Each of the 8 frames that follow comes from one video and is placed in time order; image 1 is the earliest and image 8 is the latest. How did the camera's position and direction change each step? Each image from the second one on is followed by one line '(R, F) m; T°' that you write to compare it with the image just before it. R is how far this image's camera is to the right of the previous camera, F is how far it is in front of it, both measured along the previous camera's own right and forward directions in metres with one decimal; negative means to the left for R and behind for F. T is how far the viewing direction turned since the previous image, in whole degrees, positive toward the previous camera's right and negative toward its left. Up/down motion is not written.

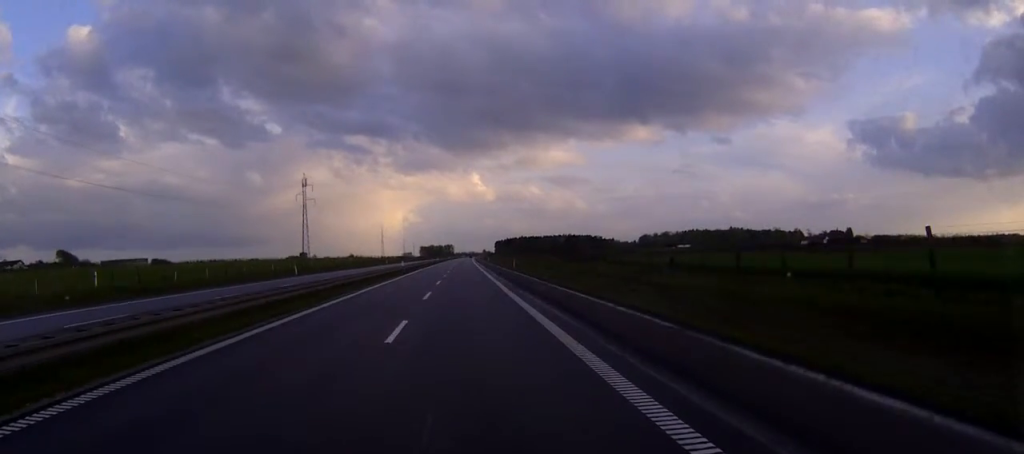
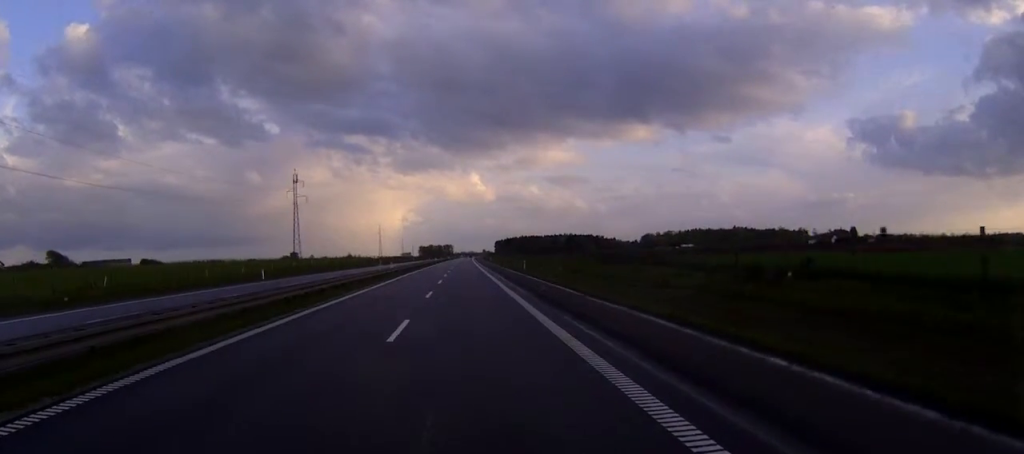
(0.0, +14.9) m; 0°
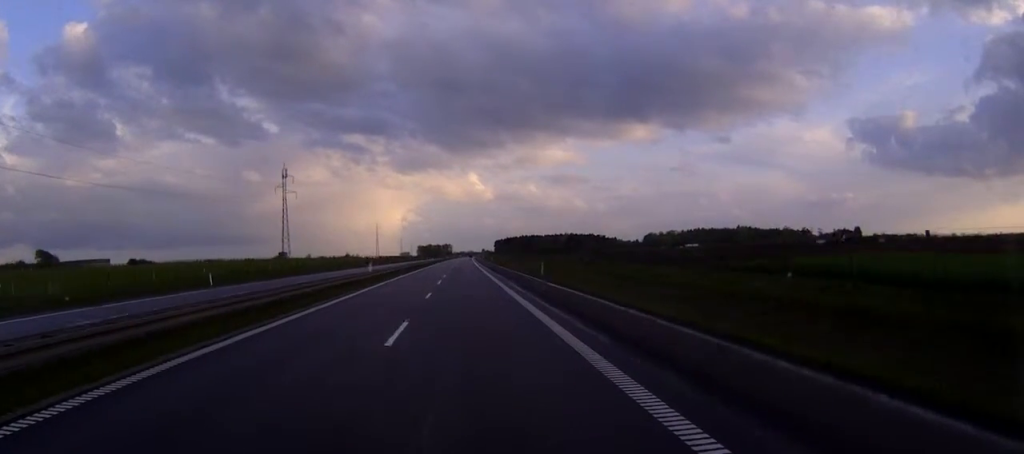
(0.0, +15.7) m; 0°
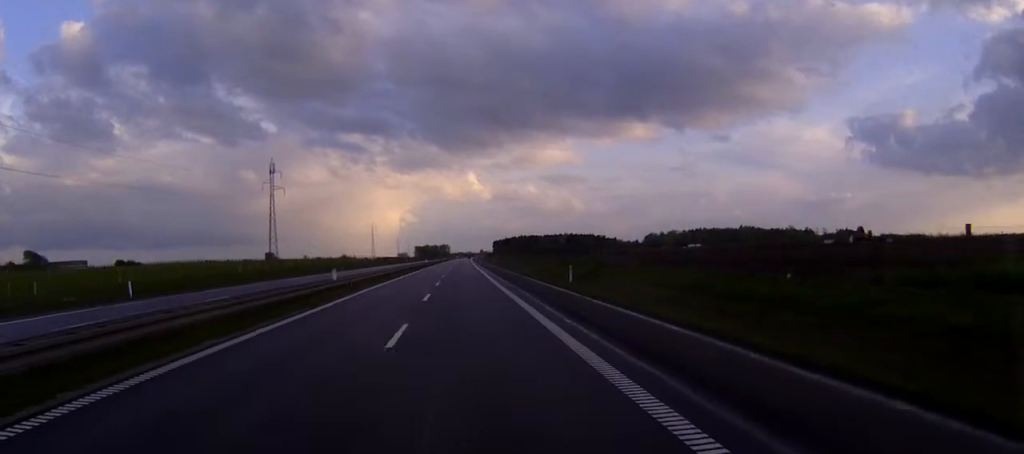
(0.0, +14.9) m; 0°
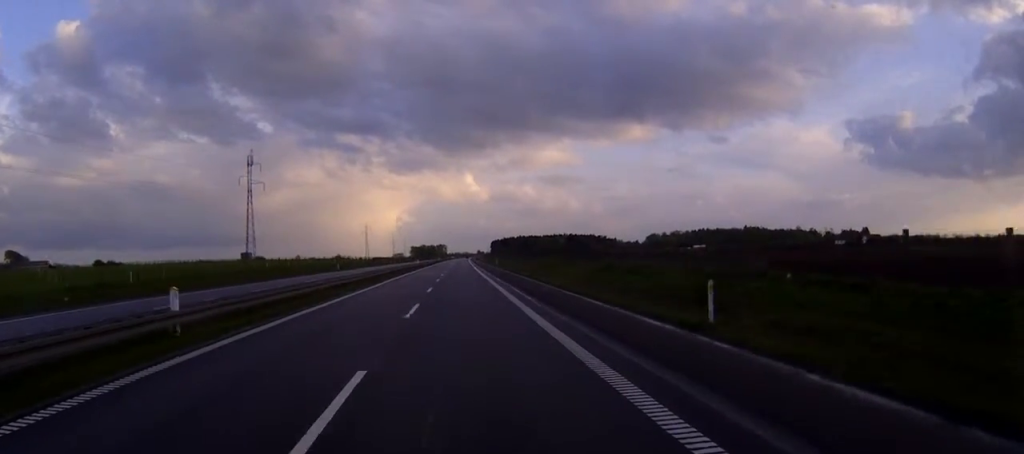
(0.0, +23.1) m; 0°
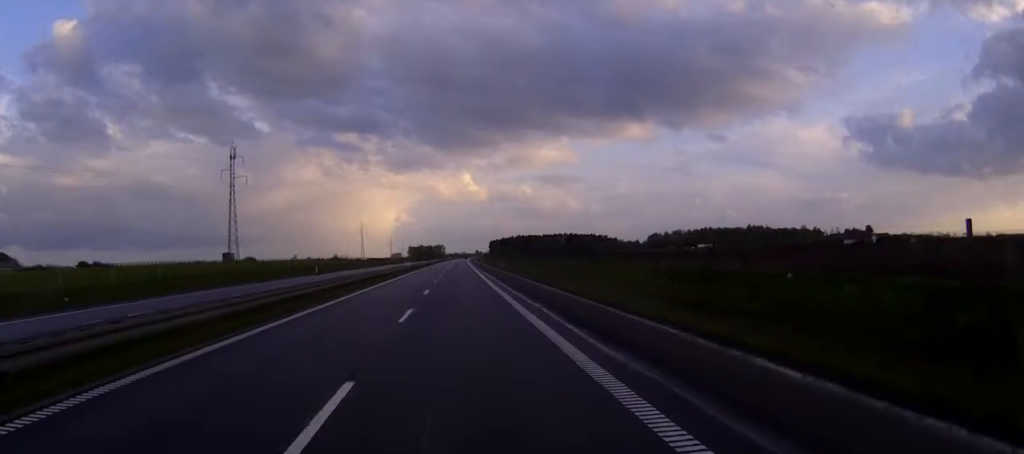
(0.0, +15.8) m; 0°
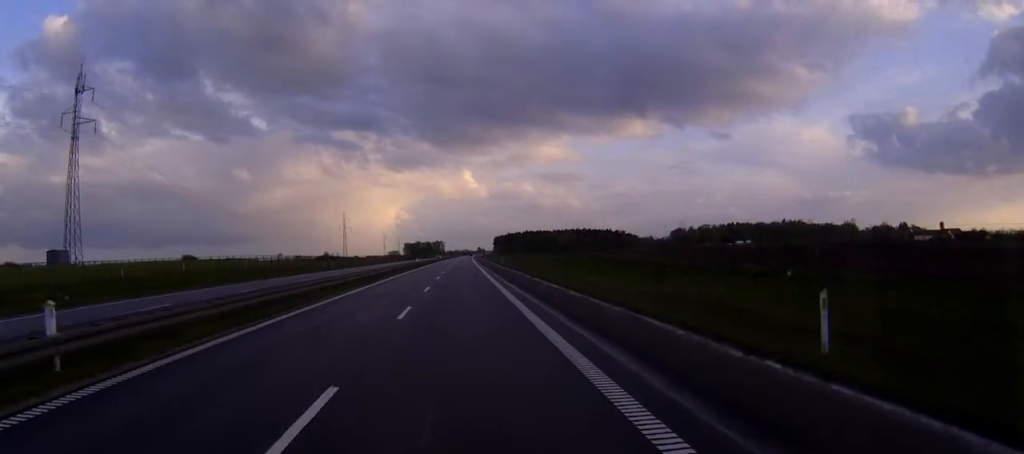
(+0.1, +90.5) m; 0°
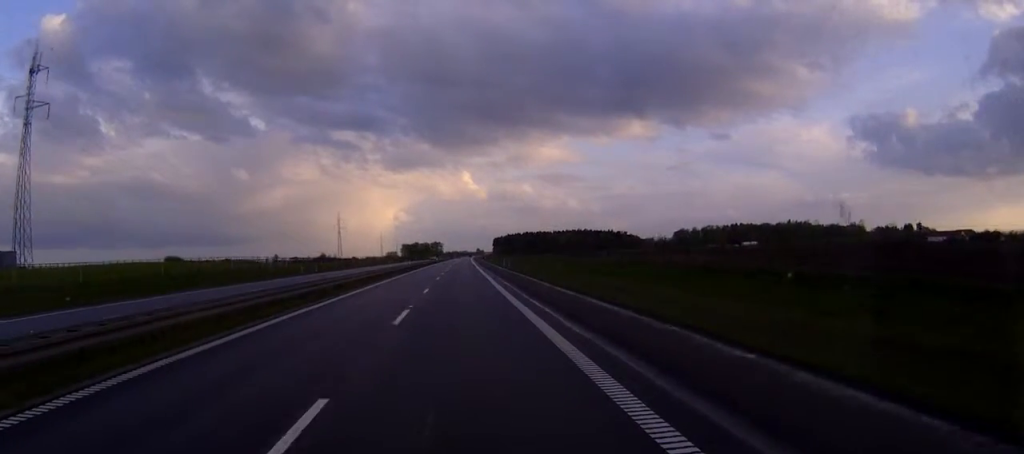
(0.0, +15.8) m; 0°
